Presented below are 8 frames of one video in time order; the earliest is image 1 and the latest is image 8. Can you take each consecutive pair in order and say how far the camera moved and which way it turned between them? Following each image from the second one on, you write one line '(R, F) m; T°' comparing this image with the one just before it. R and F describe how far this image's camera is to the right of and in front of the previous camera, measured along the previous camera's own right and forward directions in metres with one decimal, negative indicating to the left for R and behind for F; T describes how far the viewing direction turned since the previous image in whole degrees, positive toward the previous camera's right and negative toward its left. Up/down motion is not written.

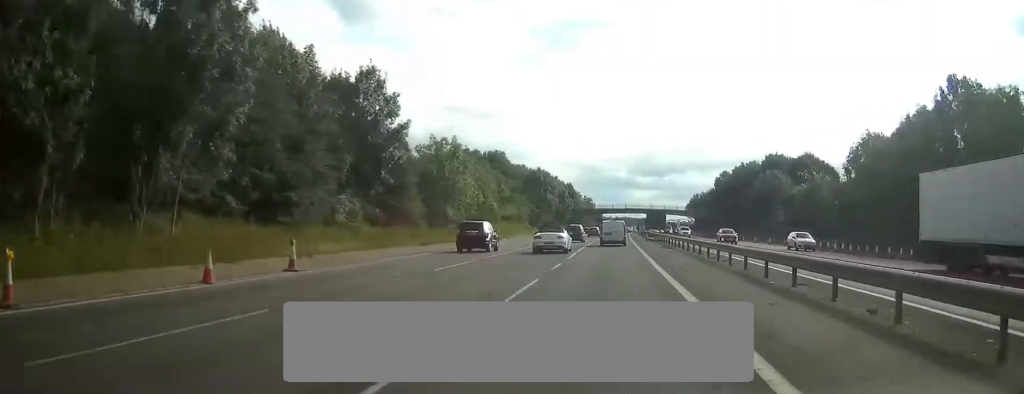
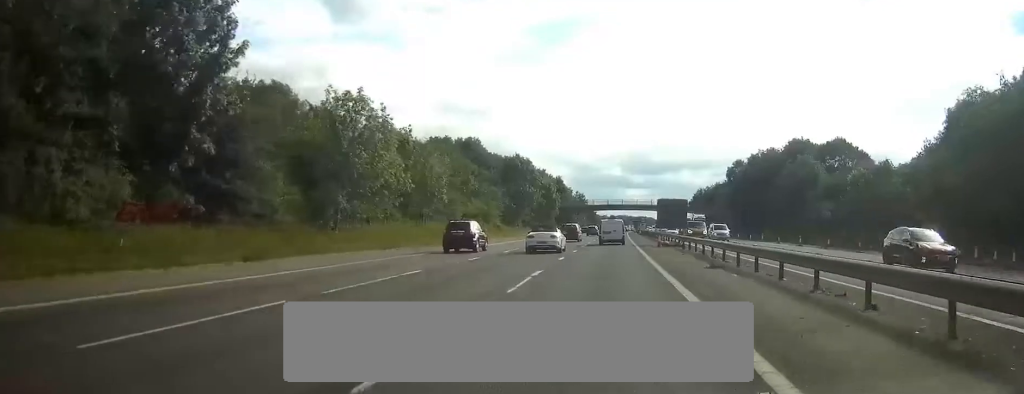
(0.0, +23.9) m; 0°
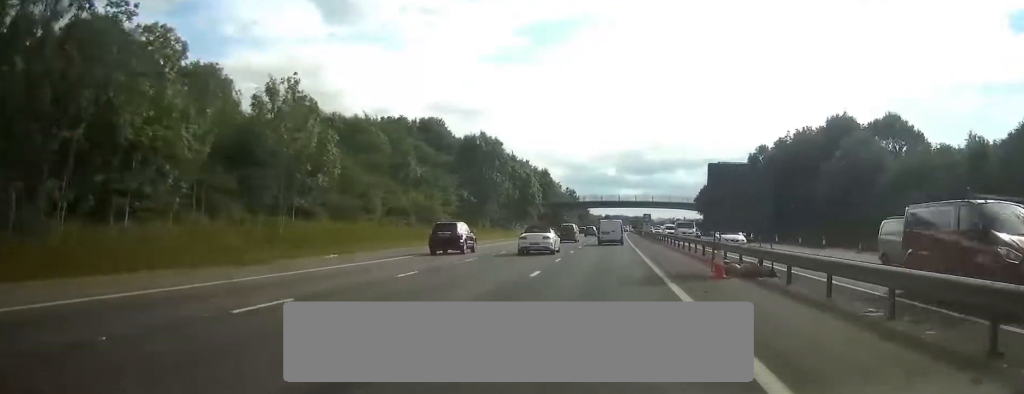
(+0.1, +26.1) m; 0°
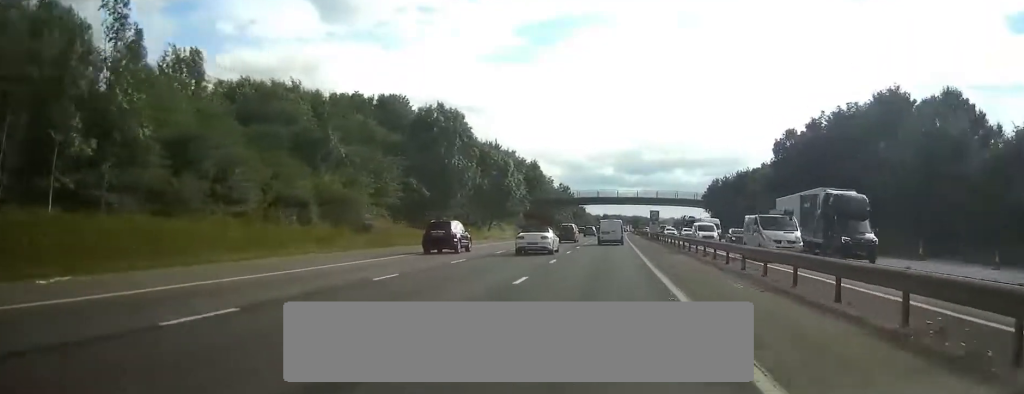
(0.0, +19.2) m; 0°
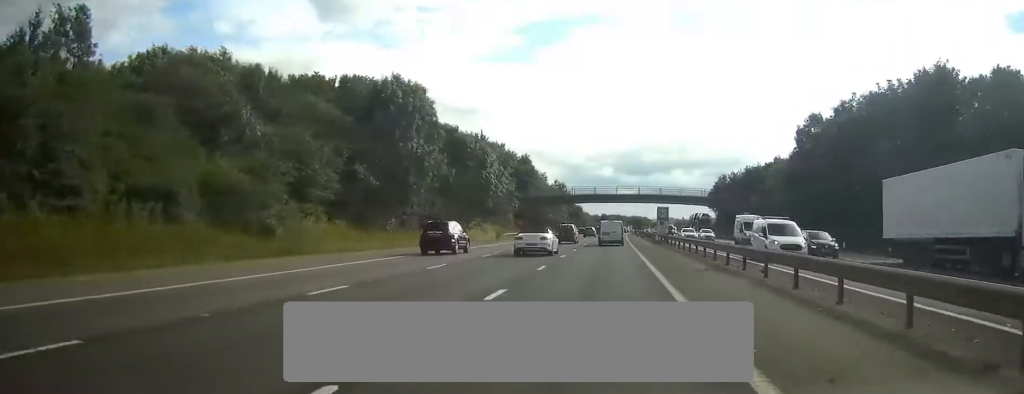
(0.0, +12.4) m; 0°
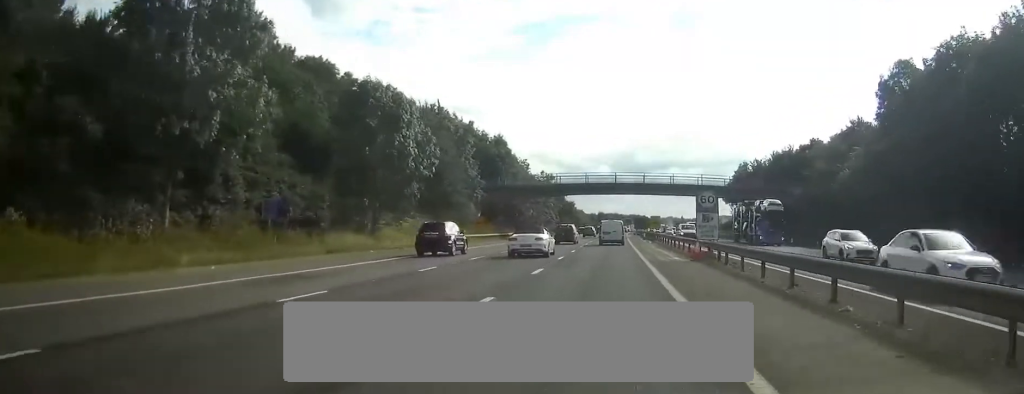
(+0.1, +27.7) m; 0°
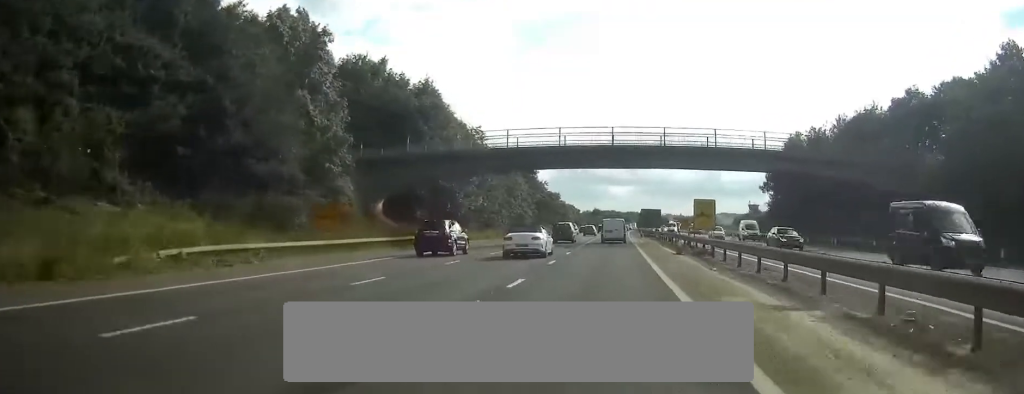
(+0.1, +40.1) m; 0°
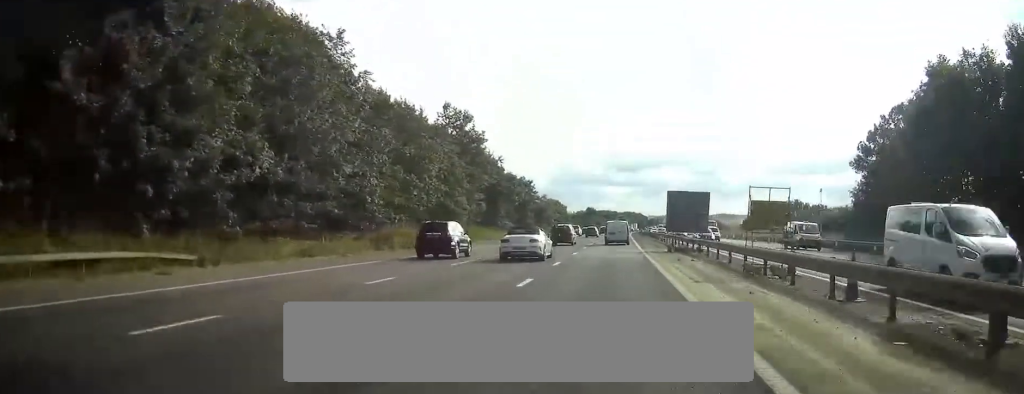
(0.0, +44.7) m; 0°
